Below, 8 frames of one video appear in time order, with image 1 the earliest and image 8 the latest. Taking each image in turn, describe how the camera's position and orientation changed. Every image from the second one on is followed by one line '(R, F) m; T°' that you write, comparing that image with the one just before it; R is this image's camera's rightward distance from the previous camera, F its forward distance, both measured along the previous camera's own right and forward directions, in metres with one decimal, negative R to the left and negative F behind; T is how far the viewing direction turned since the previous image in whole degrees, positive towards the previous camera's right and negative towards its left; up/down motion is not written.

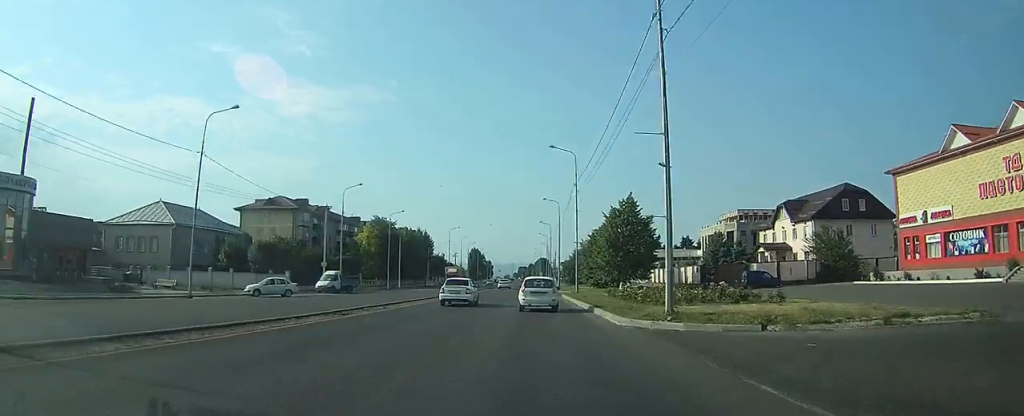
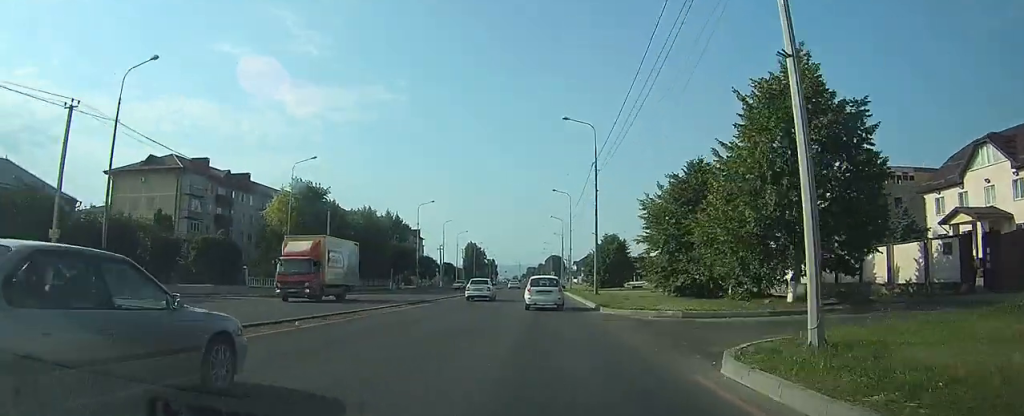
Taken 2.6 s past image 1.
(-0.1, +41.3) m; 0°
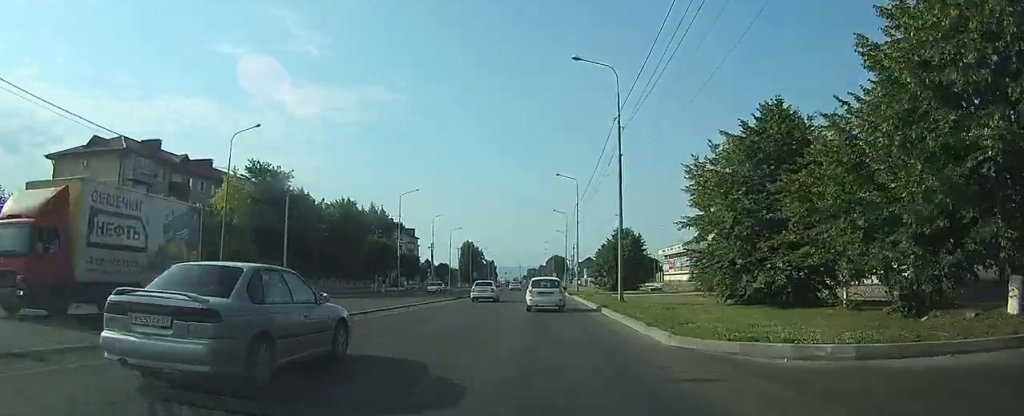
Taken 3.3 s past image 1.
(0.0, +11.6) m; 0°
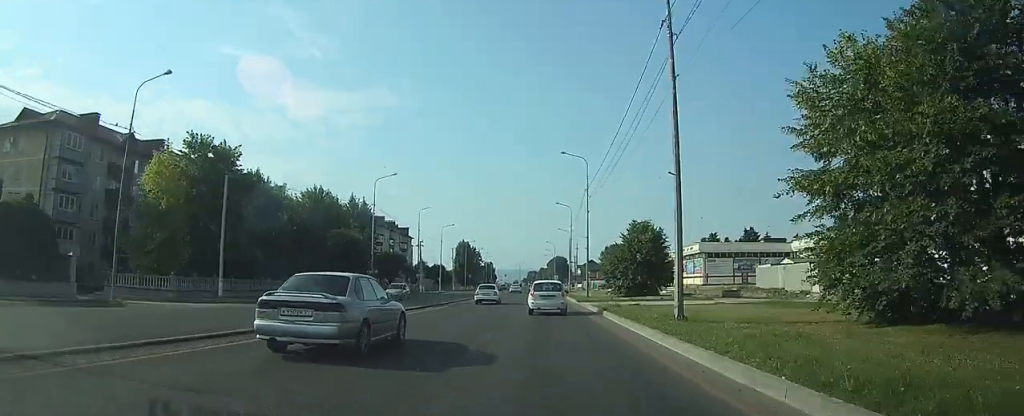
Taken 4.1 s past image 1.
(0.0, +11.7) m; 0°
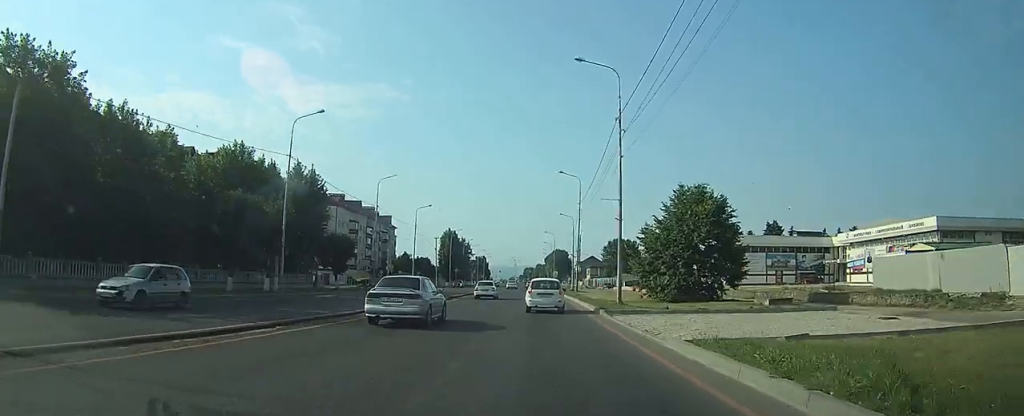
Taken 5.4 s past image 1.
(-0.1, +20.9) m; 0°
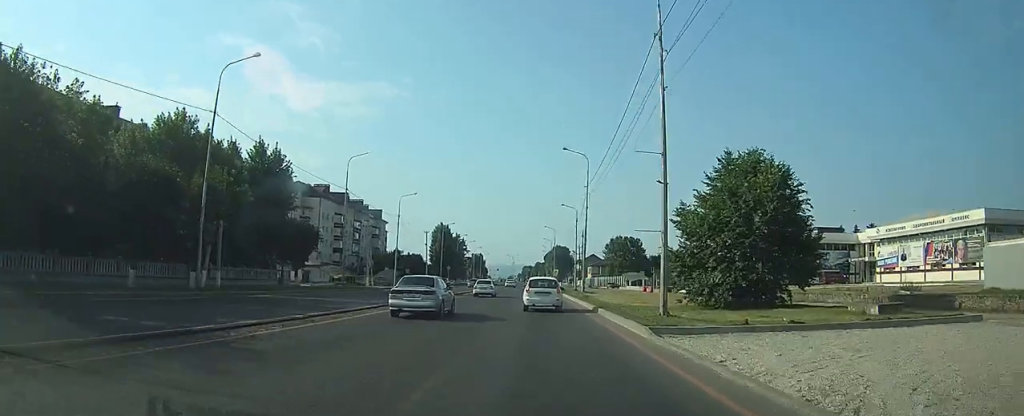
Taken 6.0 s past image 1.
(0.0, +10.3) m; 0°
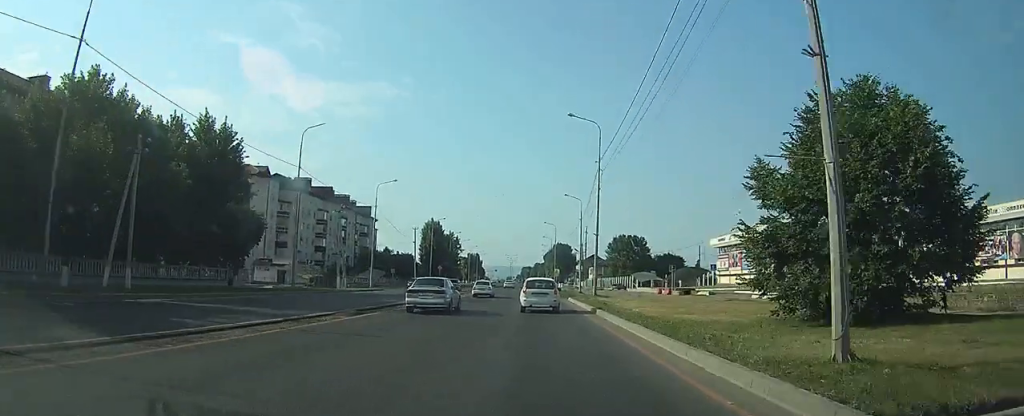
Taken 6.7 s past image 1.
(0.0, +11.0) m; 0°
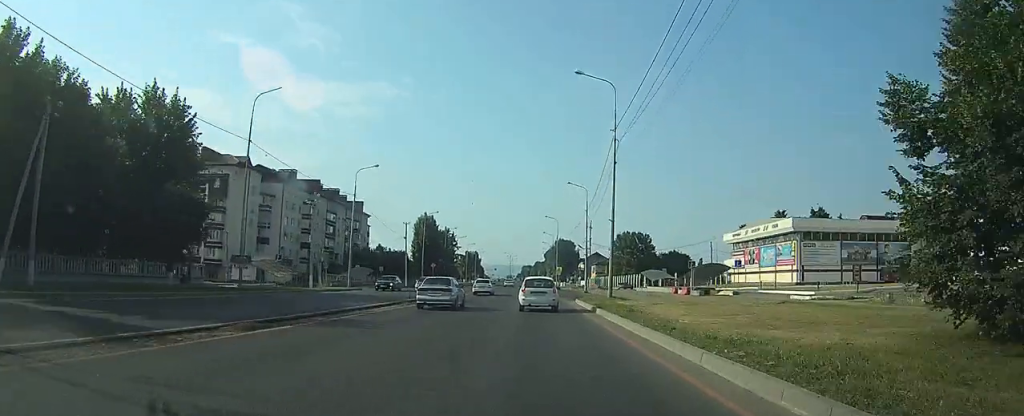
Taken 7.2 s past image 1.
(0.0, +8.3) m; 0°
